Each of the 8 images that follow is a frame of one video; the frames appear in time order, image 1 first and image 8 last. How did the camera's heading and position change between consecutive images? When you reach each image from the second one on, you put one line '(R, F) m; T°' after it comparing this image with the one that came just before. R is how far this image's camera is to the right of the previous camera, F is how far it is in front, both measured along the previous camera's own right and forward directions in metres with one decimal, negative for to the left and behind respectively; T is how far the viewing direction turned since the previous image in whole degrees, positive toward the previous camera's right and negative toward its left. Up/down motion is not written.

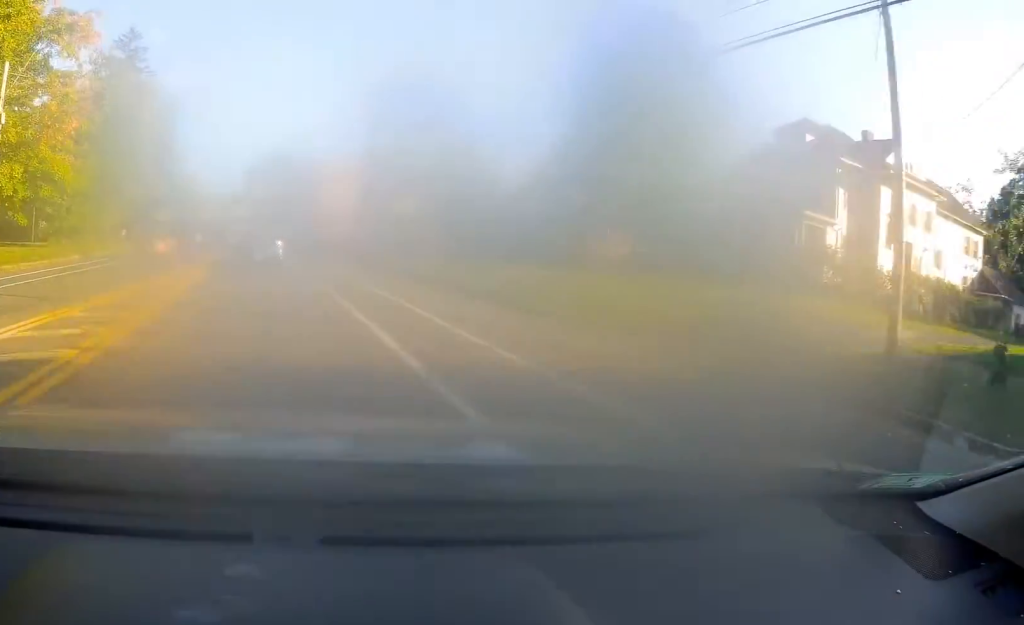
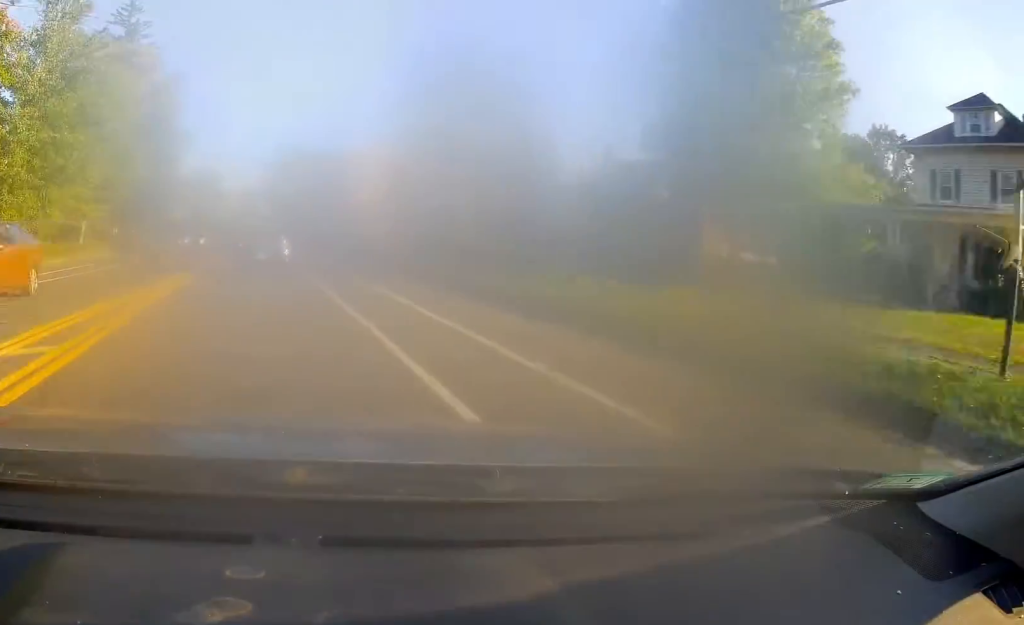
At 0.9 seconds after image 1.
(-0.2, +12.3) m; -1°
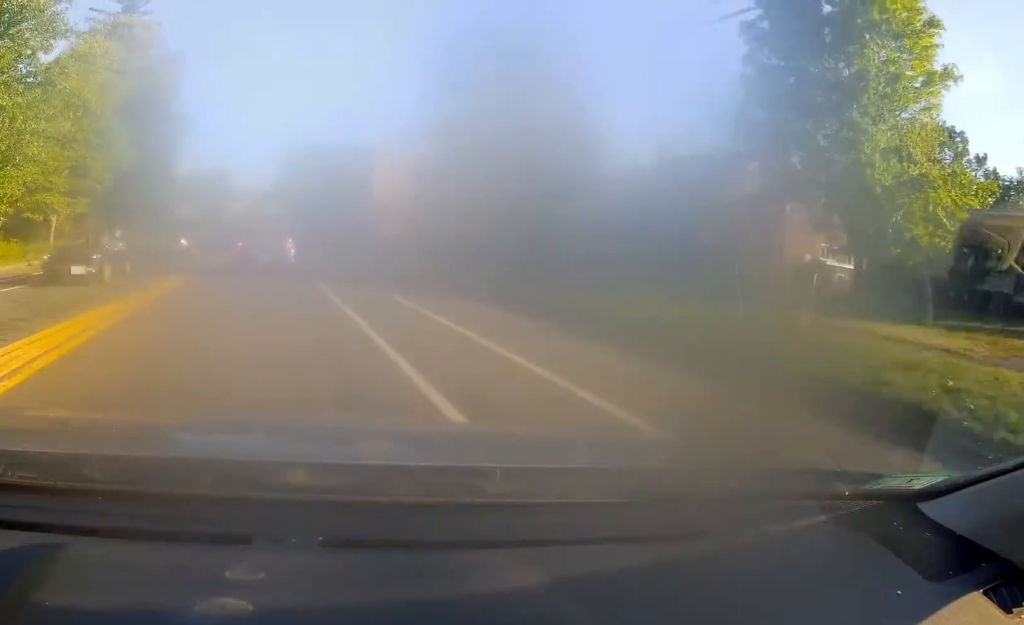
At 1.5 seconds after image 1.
(+0.5, +7.7) m; -1°
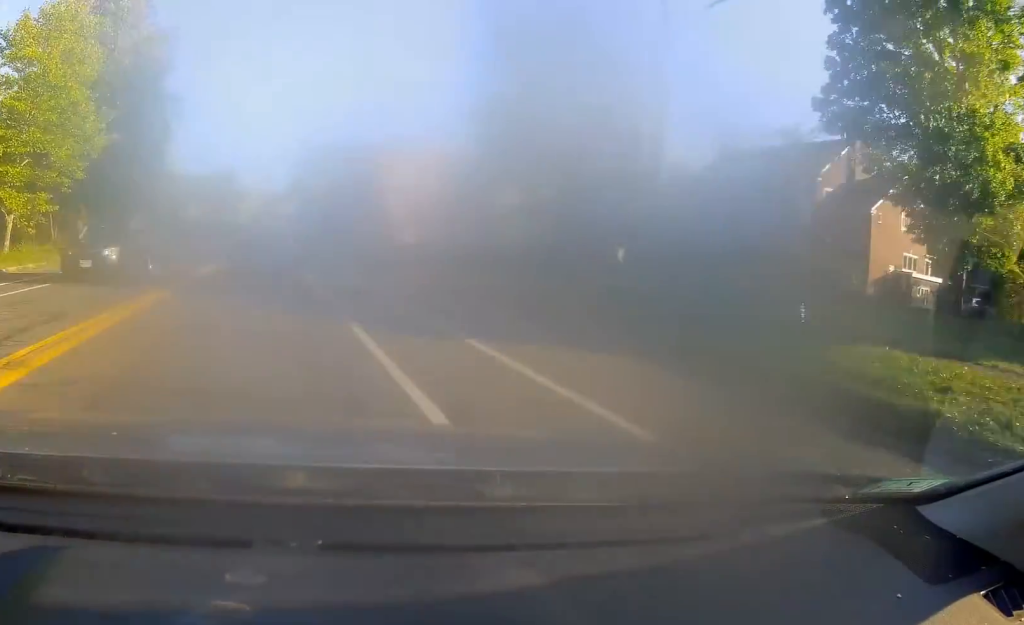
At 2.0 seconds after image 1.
(-0.5, +6.6) m; -2°
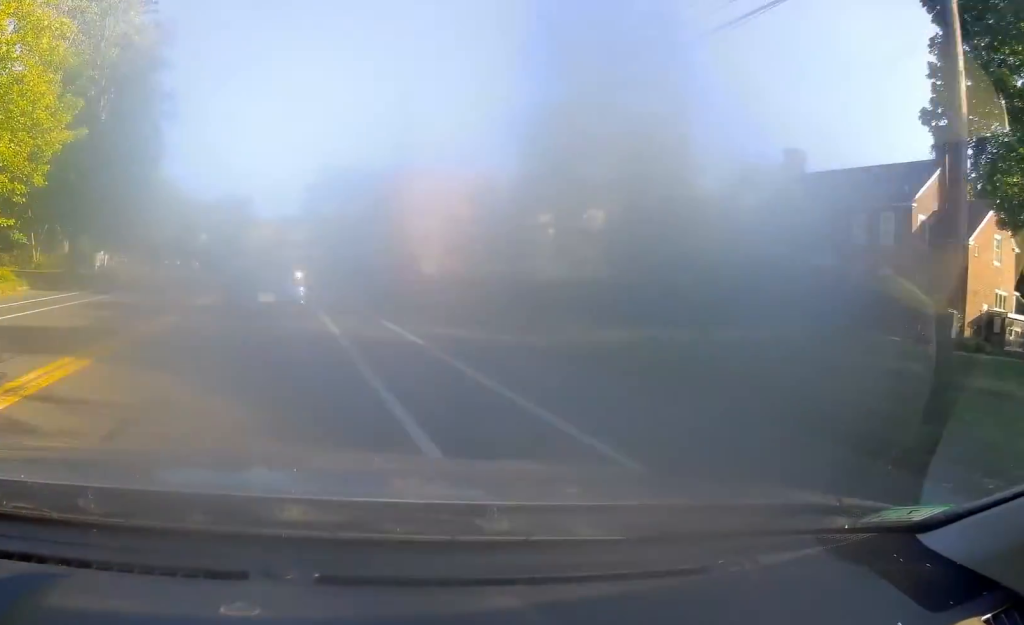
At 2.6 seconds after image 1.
(-0.4, +7.2) m; -3°
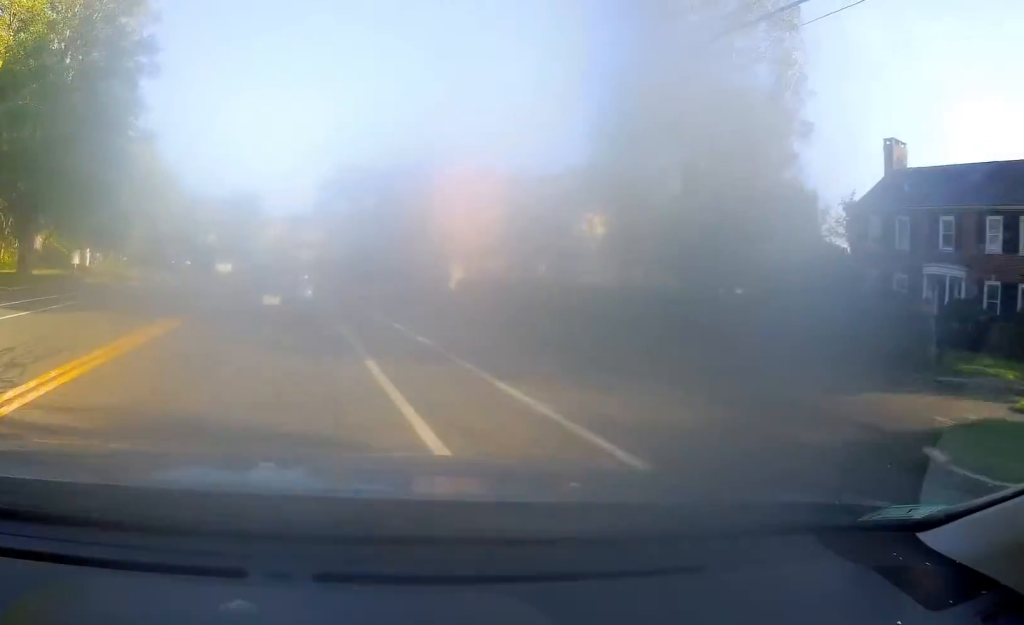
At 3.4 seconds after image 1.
(+0.1, +8.3) m; +2°
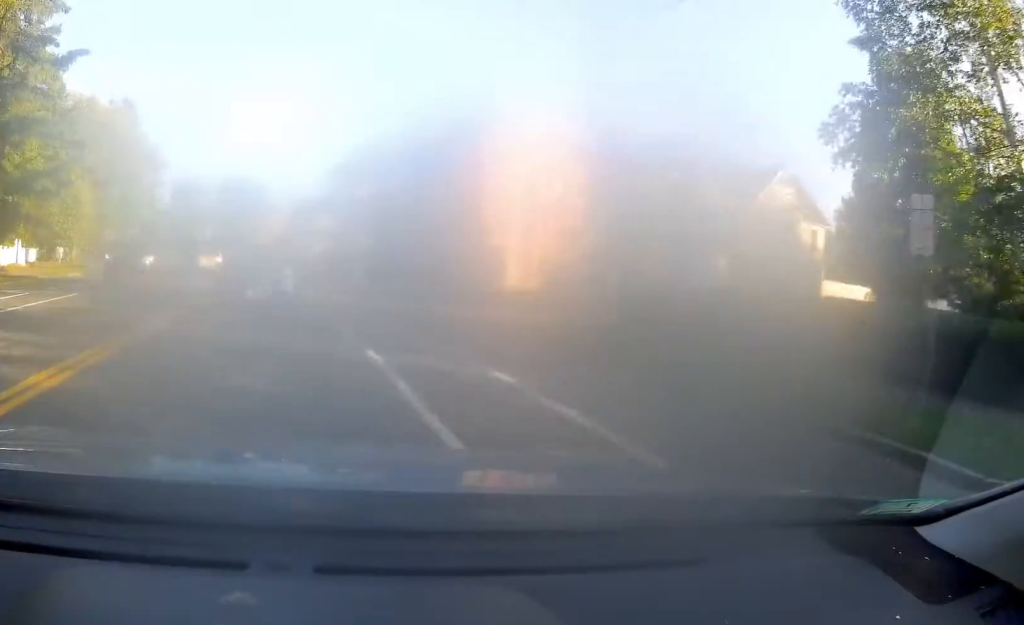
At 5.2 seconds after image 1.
(-0.2, +17.4) m; -4°
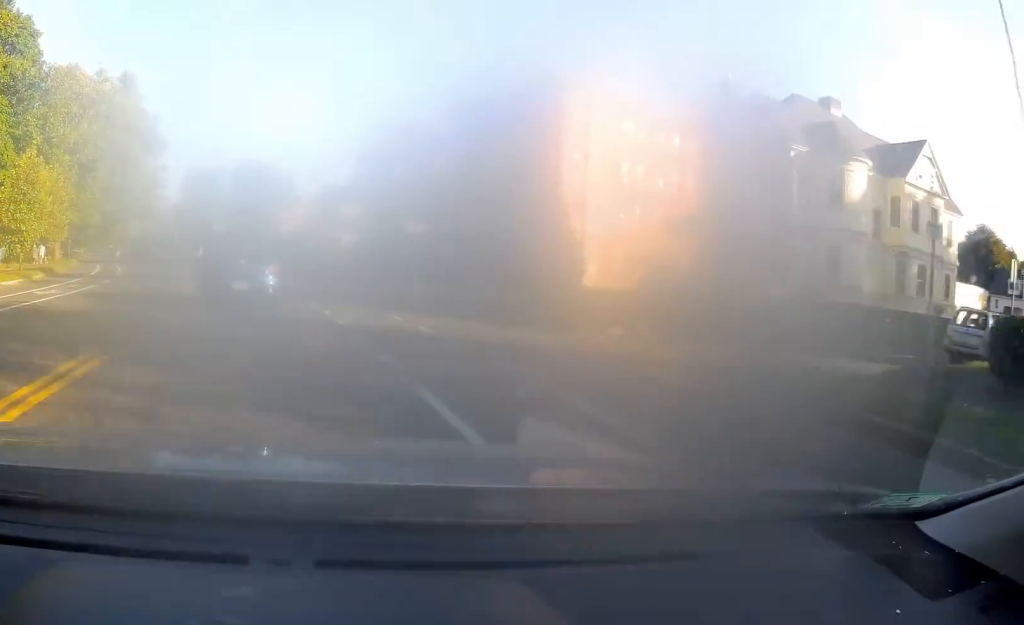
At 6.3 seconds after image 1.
(-0.2, +11.4) m; -1°
